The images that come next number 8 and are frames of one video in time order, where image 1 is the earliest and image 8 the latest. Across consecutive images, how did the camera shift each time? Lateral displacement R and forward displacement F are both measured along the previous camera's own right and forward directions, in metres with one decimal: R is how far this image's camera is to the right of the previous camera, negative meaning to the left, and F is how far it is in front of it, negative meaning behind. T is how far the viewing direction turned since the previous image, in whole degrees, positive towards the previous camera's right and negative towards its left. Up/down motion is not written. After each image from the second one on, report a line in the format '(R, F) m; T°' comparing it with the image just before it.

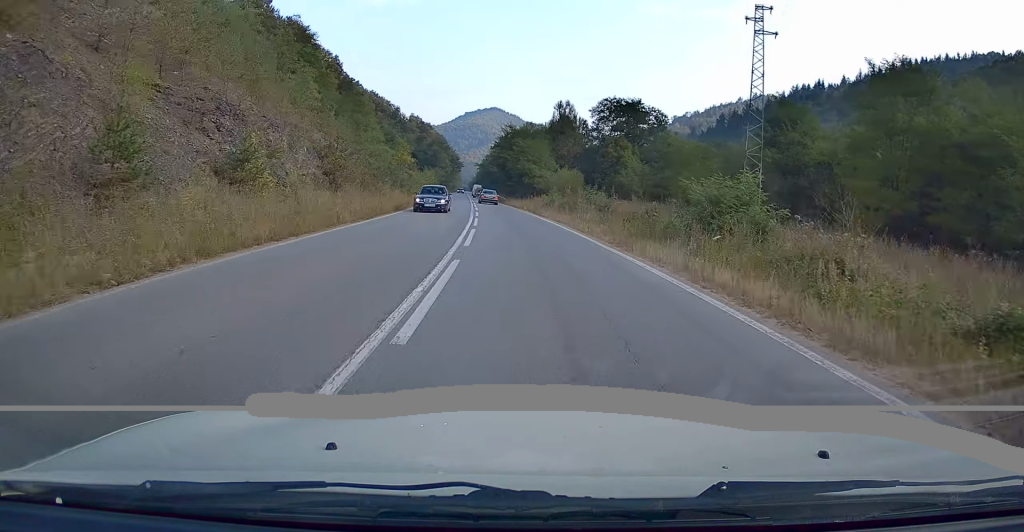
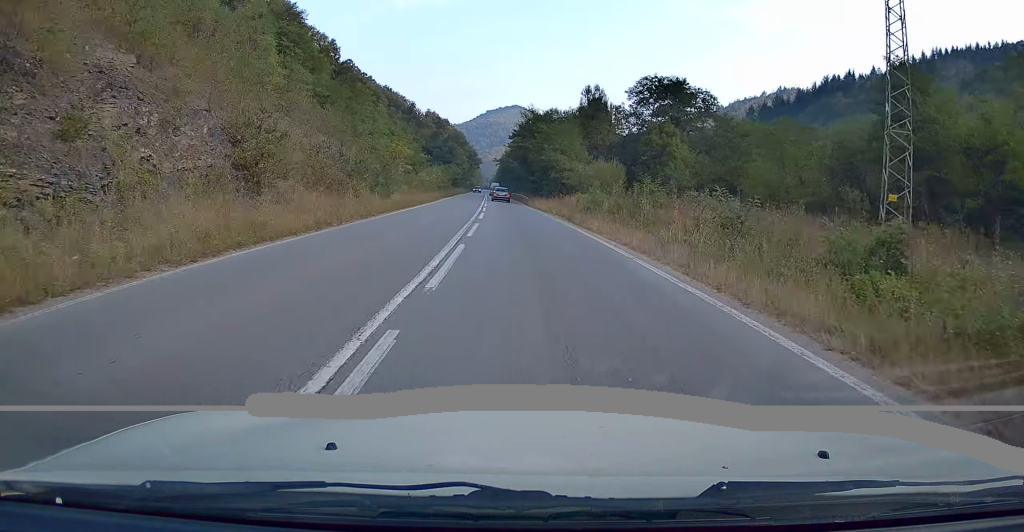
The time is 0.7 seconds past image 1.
(-0.3, +14.9) m; -2°
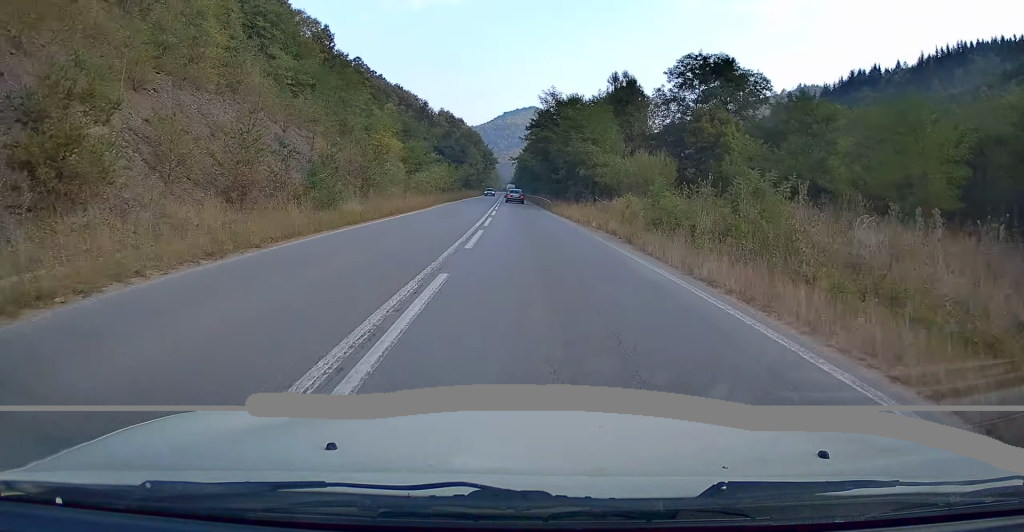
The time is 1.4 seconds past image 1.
(-0.1, +13.0) m; -2°
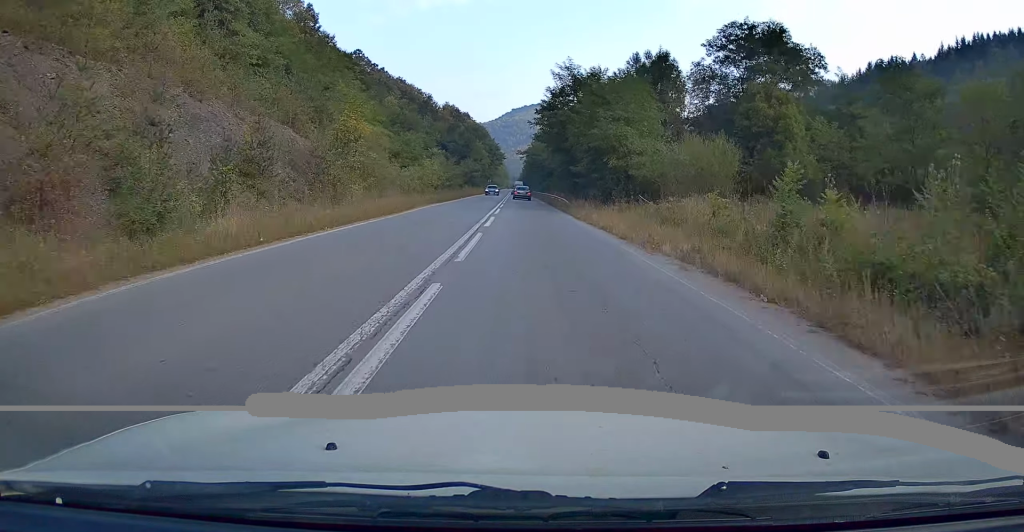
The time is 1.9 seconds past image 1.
(-0.2, +11.6) m; -1°
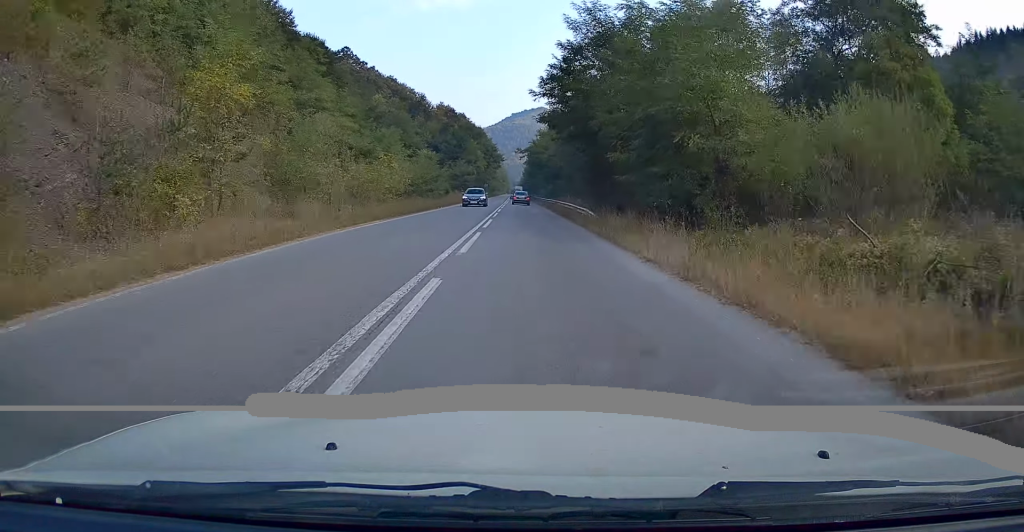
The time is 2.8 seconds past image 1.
(-0.3, +16.9) m; -1°
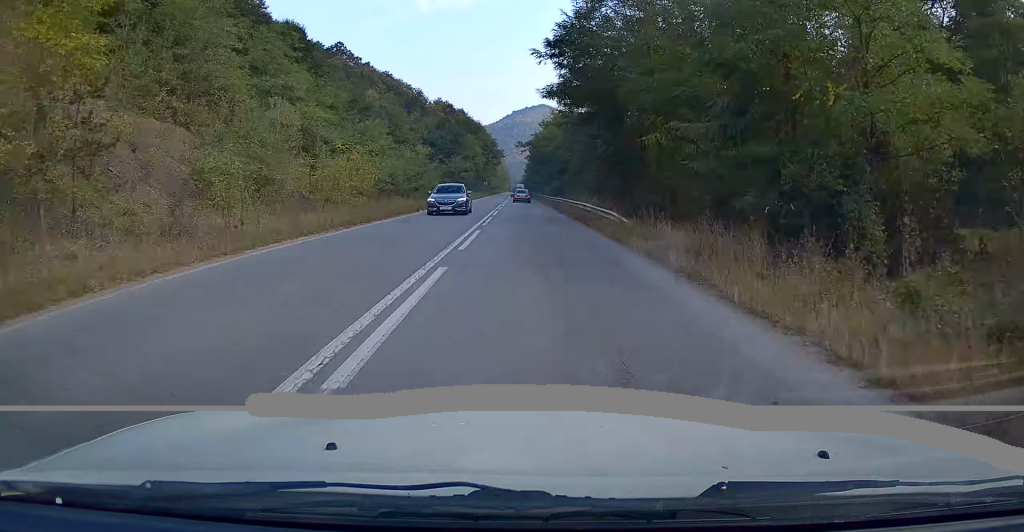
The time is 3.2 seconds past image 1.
(0.0, +8.7) m; 0°
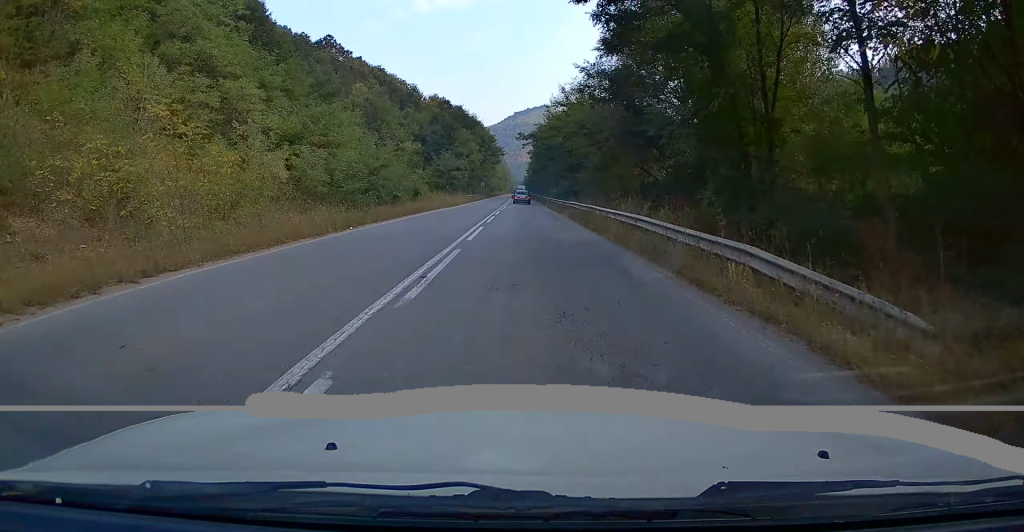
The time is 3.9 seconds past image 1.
(-0.1, +14.6) m; 0°
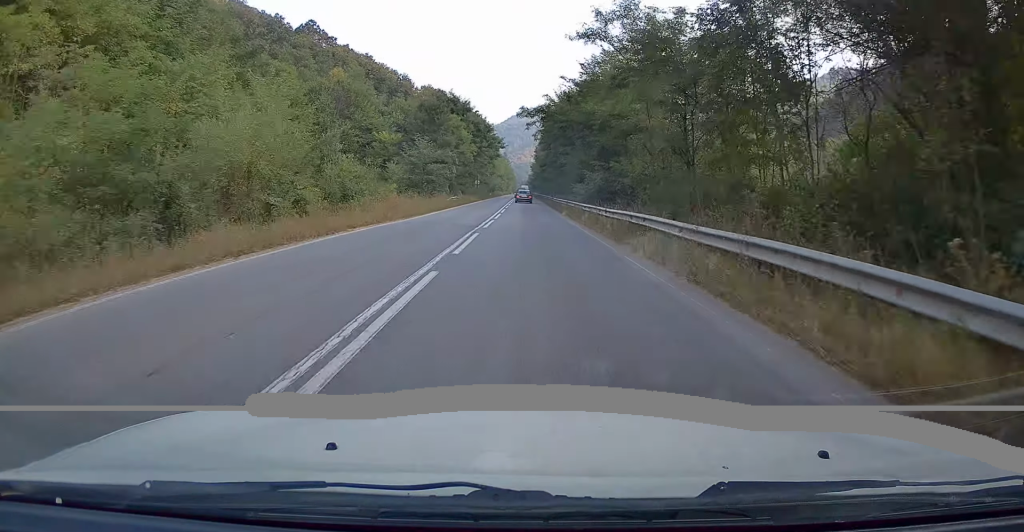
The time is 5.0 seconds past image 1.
(0.0, +21.1) m; 0°
